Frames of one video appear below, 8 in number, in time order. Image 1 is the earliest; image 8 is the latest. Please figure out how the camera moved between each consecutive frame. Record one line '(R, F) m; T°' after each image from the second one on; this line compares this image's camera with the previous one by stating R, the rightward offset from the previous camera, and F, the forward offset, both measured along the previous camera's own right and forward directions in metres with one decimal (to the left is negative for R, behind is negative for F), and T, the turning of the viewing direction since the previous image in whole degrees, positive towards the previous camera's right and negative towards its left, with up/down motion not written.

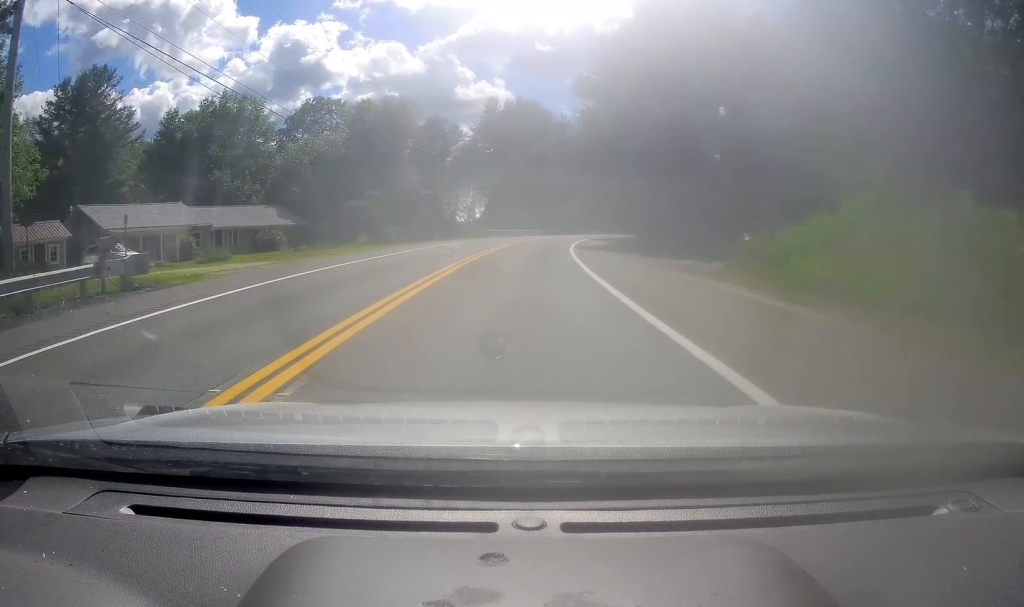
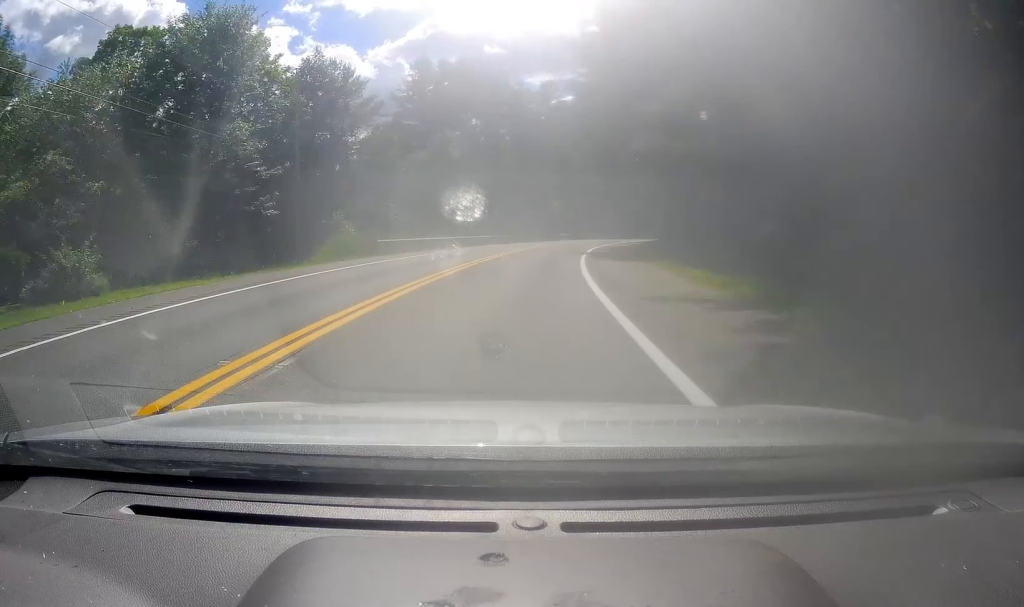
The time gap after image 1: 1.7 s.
(+0.8, +36.0) m; +1°
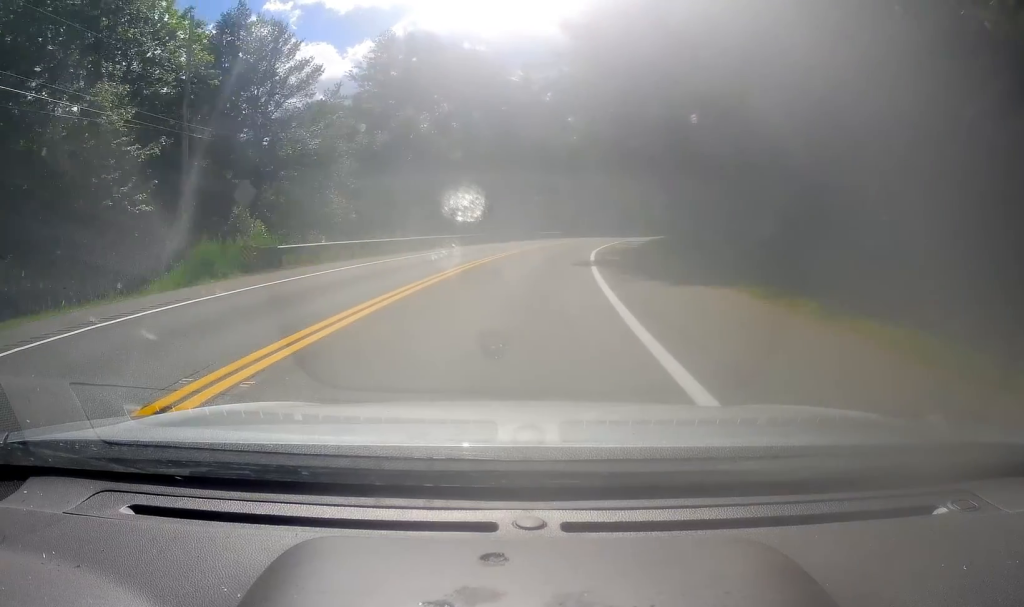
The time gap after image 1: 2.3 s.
(0.0, +11.8) m; +1°
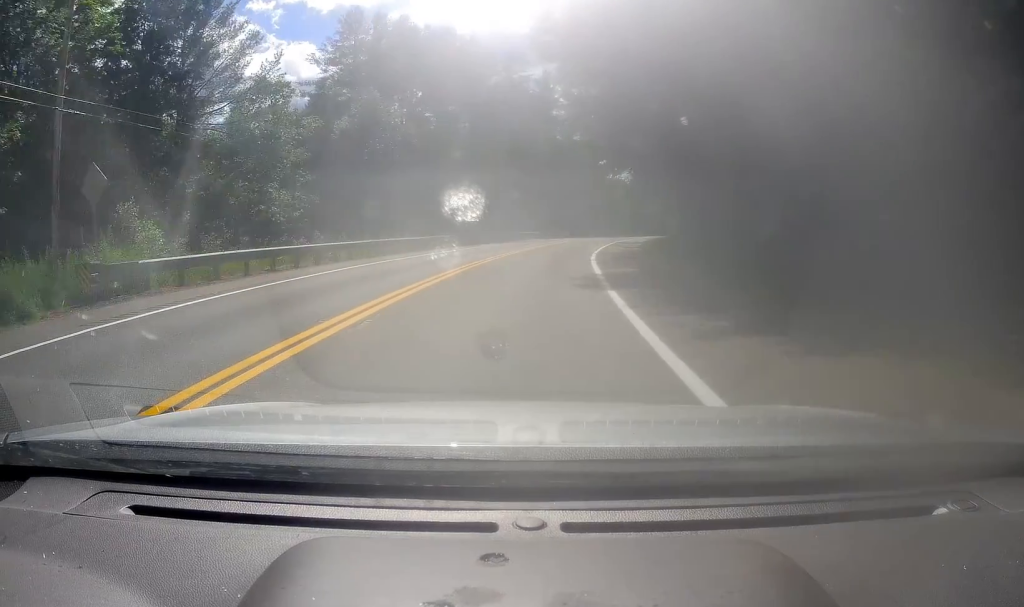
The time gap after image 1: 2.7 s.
(-0.1, +9.0) m; +2°
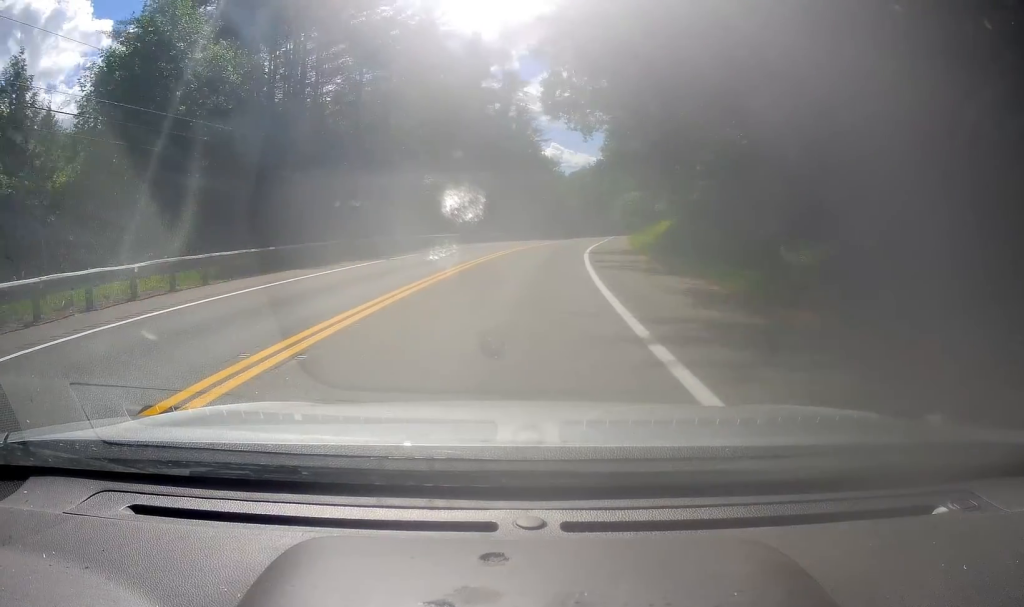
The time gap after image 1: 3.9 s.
(+1.6, +25.6) m; +6°
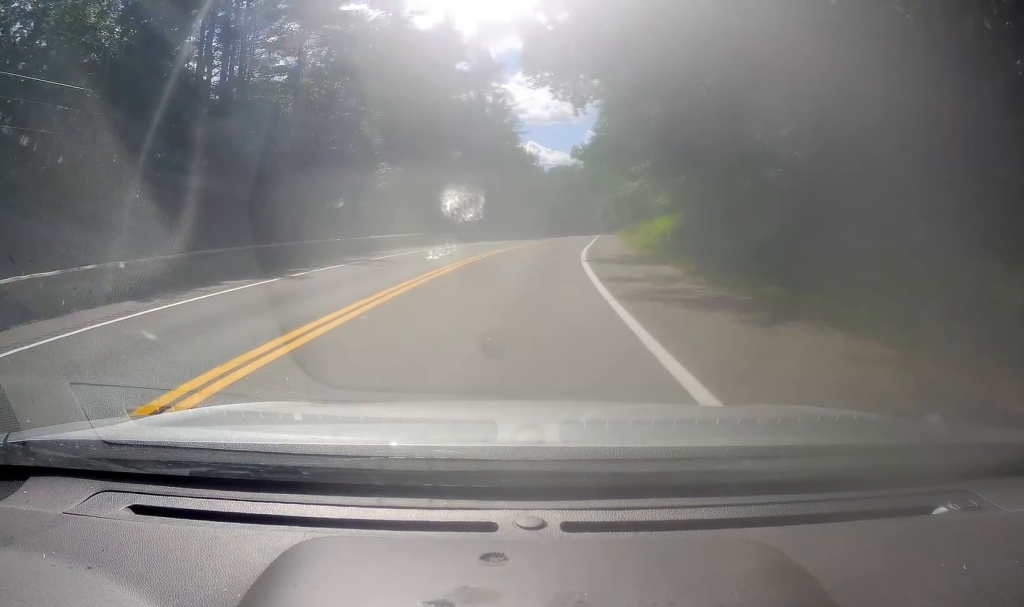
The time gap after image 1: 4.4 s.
(+0.1, +9.7) m; +1°
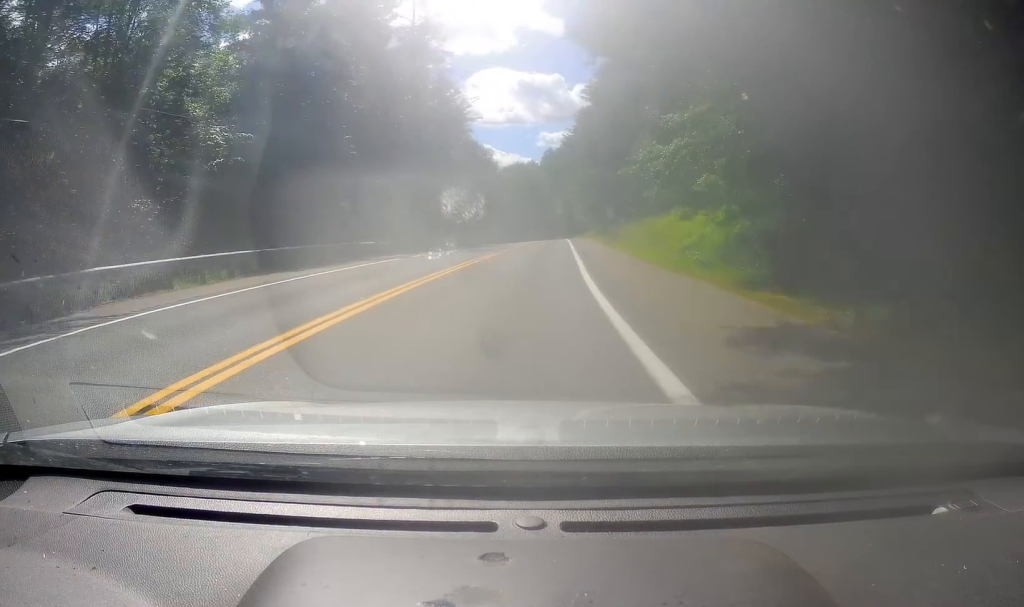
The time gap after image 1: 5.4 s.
(+0.2, +21.0) m; +3°
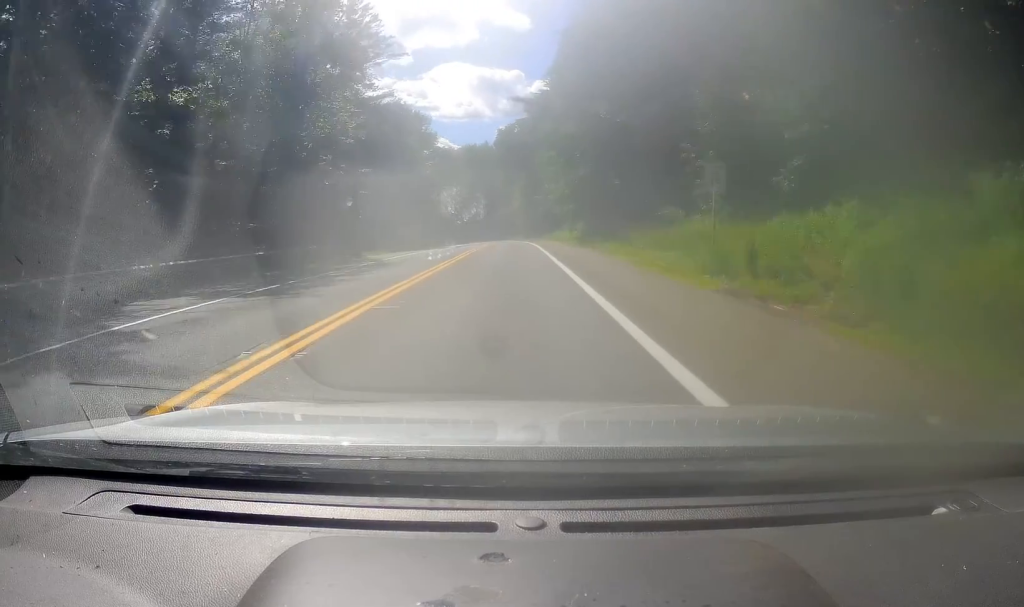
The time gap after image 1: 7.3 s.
(+2.8, +40.8) m; +6°
